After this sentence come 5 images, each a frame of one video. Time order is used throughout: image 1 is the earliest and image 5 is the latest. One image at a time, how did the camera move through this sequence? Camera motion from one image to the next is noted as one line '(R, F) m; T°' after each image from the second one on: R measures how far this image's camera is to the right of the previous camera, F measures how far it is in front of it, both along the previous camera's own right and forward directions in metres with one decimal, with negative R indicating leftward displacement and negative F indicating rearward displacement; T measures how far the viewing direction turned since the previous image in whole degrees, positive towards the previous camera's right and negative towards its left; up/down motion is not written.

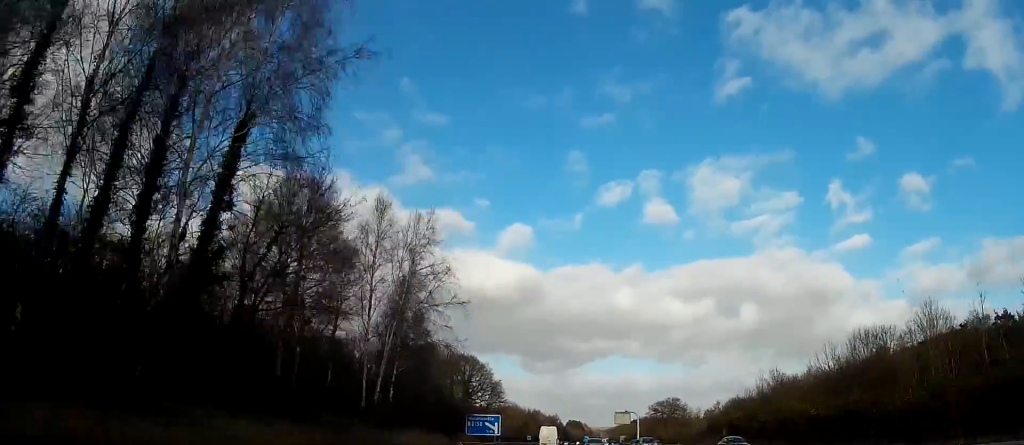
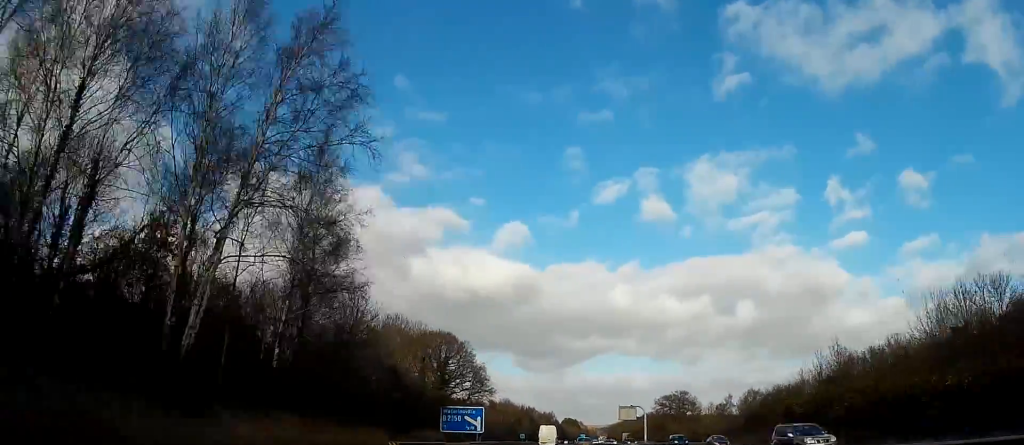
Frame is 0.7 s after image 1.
(+0.1, +19.6) m; 0°
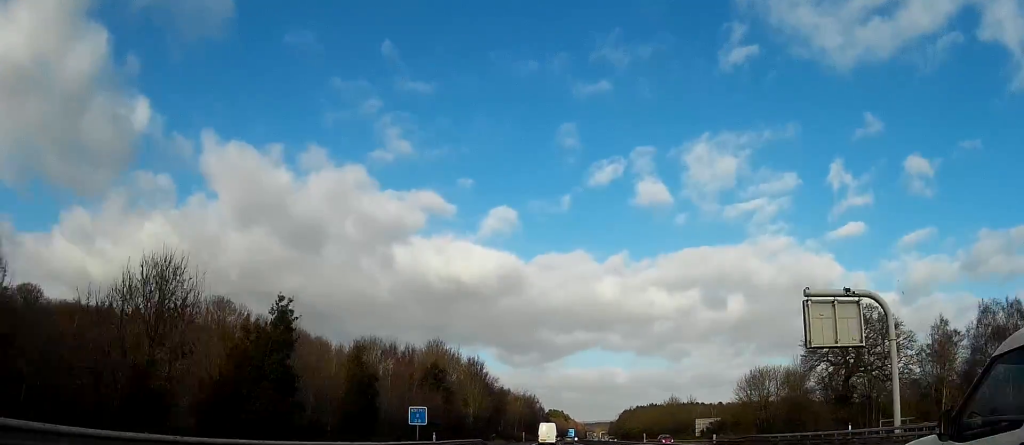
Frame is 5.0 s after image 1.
(+2.2, +115.4) m; +2°
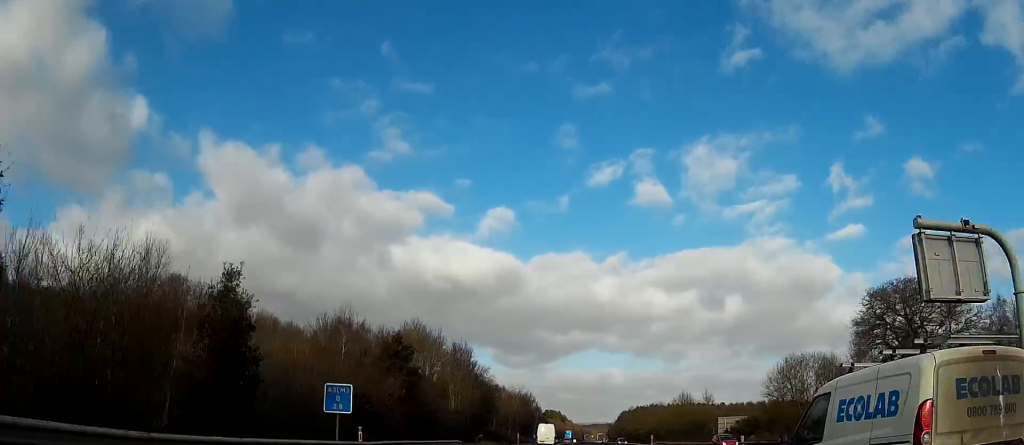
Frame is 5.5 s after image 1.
(-0.1, +13.7) m; -1°
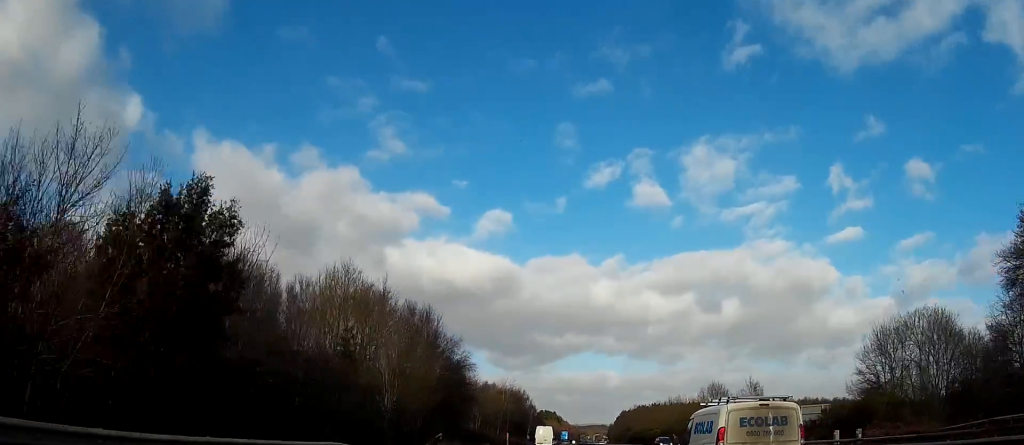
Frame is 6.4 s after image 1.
(-0.2, +25.7) m; -1°
